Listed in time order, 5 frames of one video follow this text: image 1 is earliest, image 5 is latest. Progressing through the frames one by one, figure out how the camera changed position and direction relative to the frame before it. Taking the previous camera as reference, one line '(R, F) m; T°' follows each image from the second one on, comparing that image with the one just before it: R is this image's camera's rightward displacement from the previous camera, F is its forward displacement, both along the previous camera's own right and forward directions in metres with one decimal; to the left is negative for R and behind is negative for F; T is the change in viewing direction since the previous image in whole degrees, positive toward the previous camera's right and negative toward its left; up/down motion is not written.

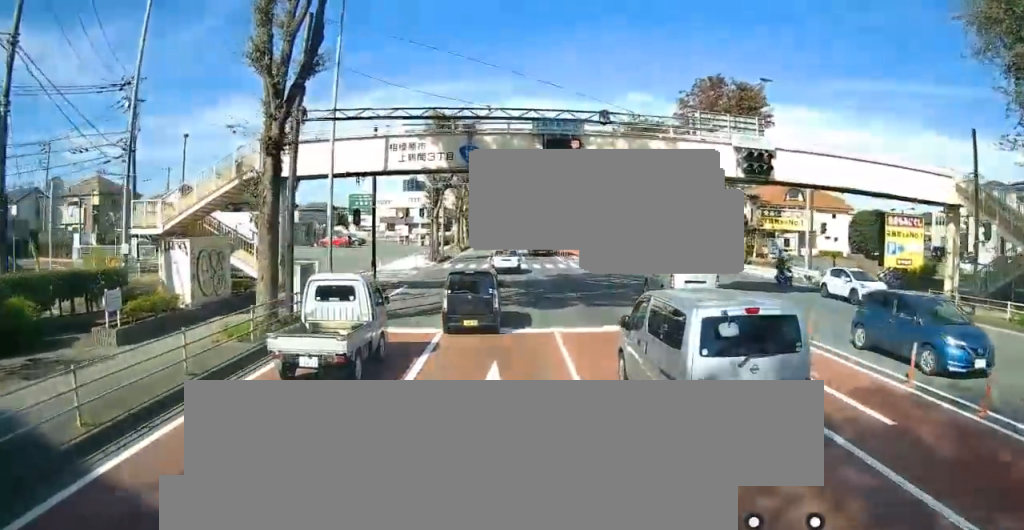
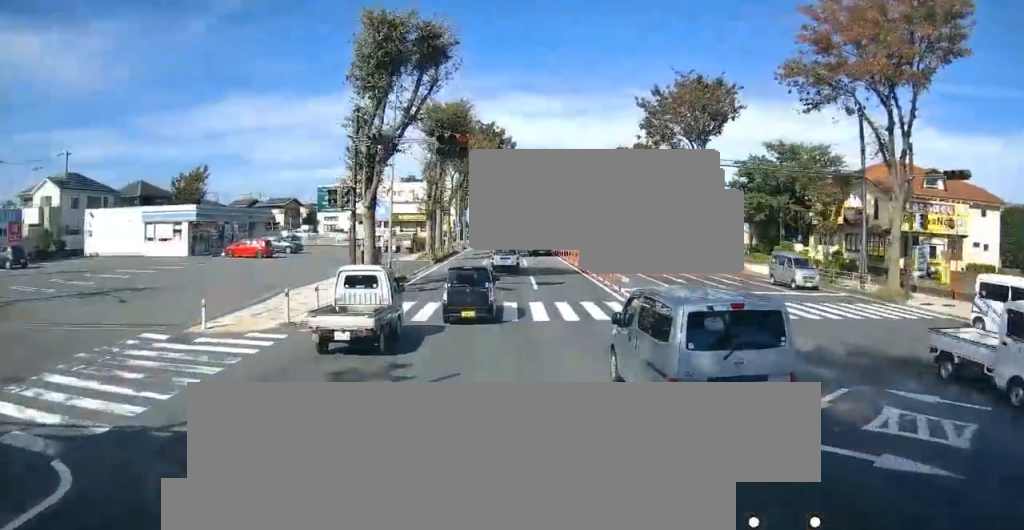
(-0.5, +20.7) m; -1°
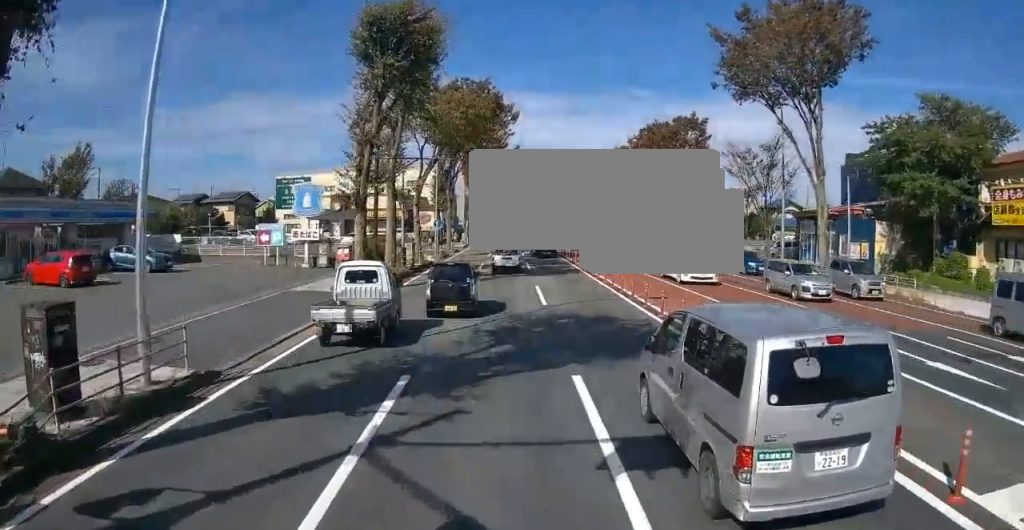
(0.0, +19.3) m; -1°
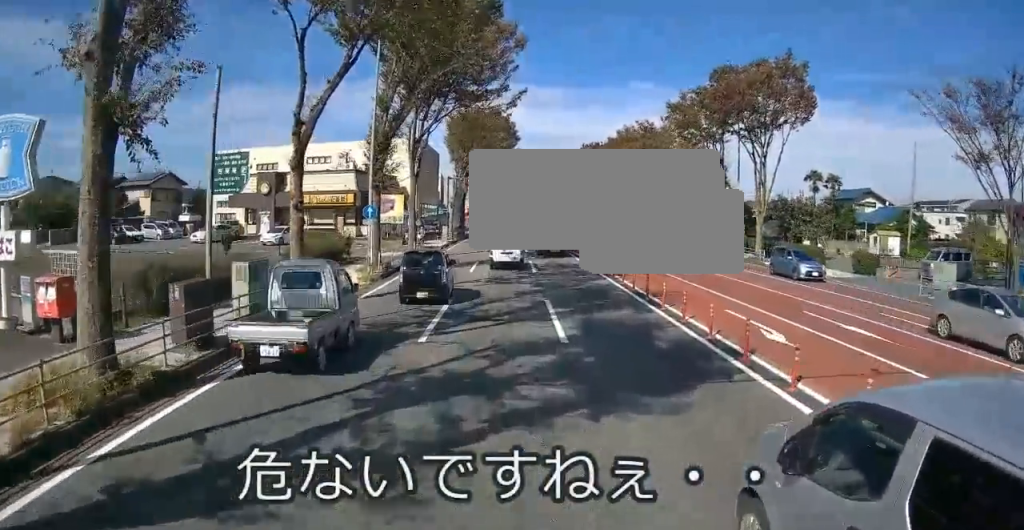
(+0.6, +21.8) m; +4°
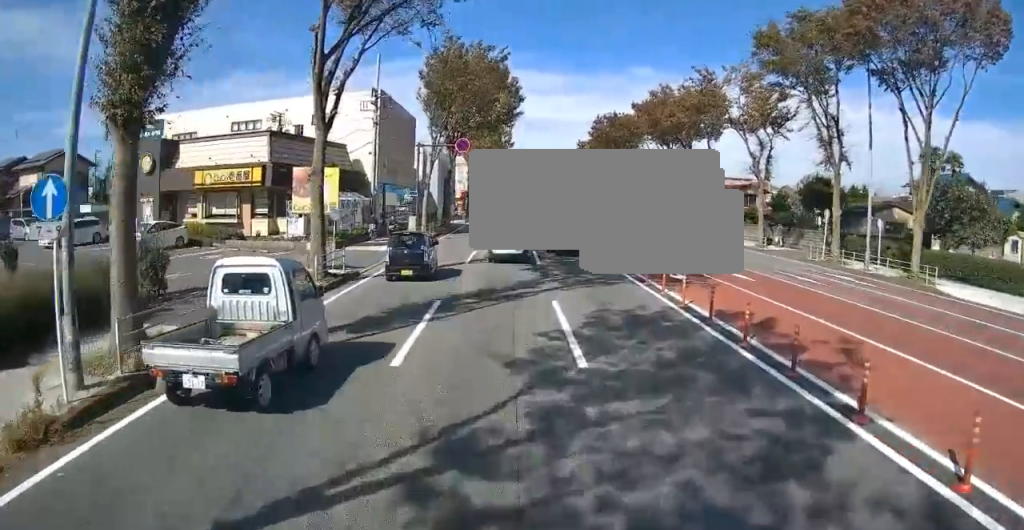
(-0.6, +17.8) m; -3°
